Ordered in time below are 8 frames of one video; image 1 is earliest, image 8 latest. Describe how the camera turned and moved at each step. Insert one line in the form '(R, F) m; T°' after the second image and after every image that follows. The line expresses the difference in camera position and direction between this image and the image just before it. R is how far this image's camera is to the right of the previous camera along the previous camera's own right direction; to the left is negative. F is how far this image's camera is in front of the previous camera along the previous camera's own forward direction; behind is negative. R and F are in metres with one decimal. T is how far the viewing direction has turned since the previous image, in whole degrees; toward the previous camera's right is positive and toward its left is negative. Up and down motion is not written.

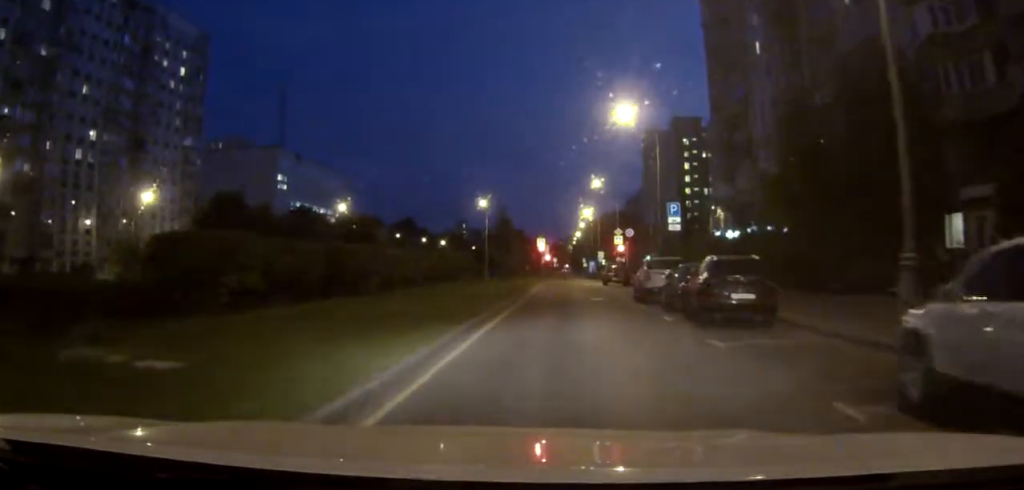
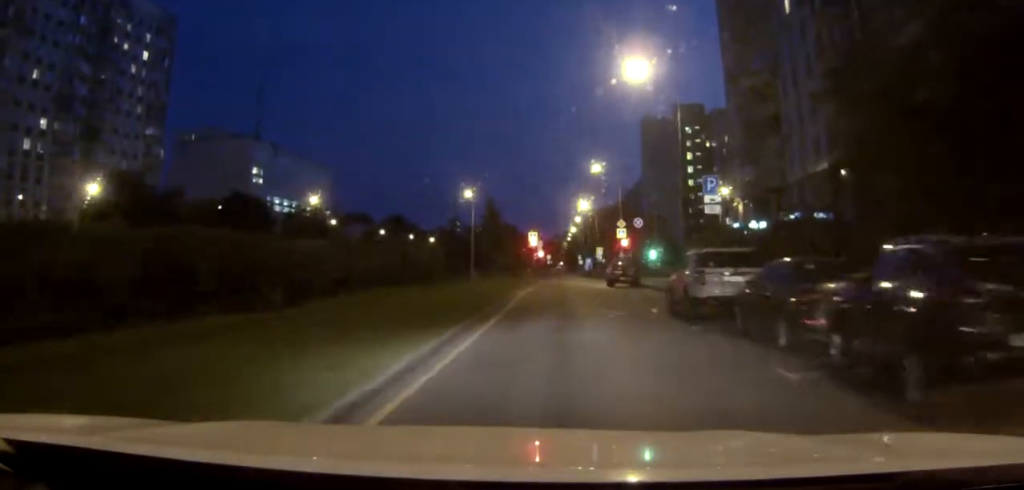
(0.0, +11.0) m; +2°
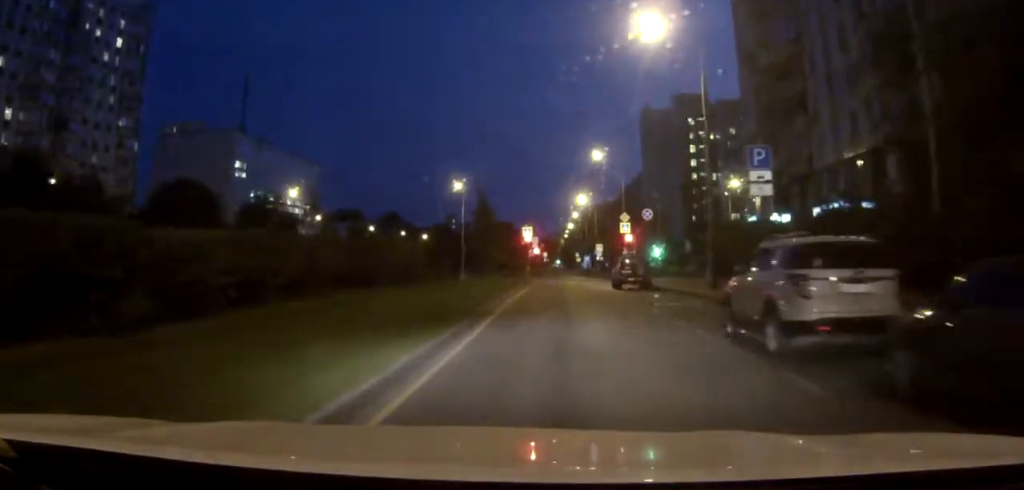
(+0.2, +7.4) m; +2°
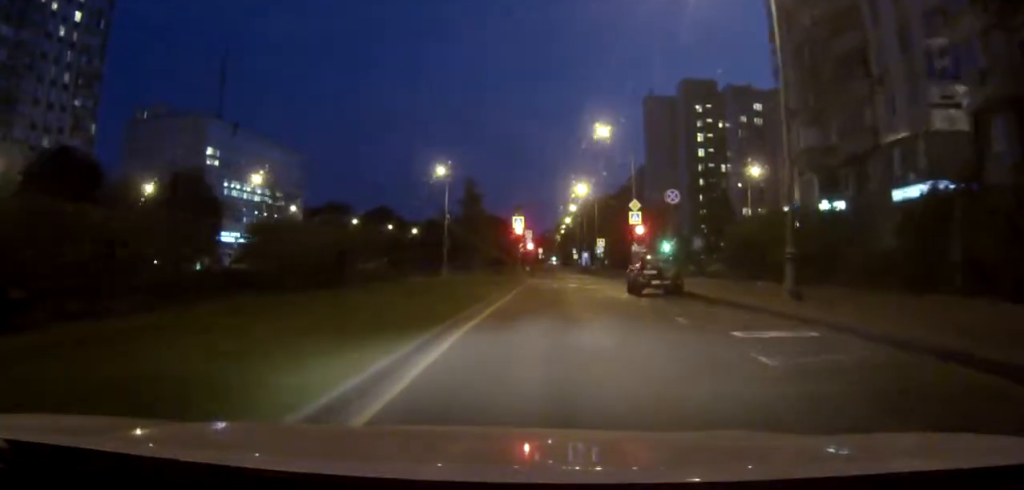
(+0.1, +11.8) m; 0°
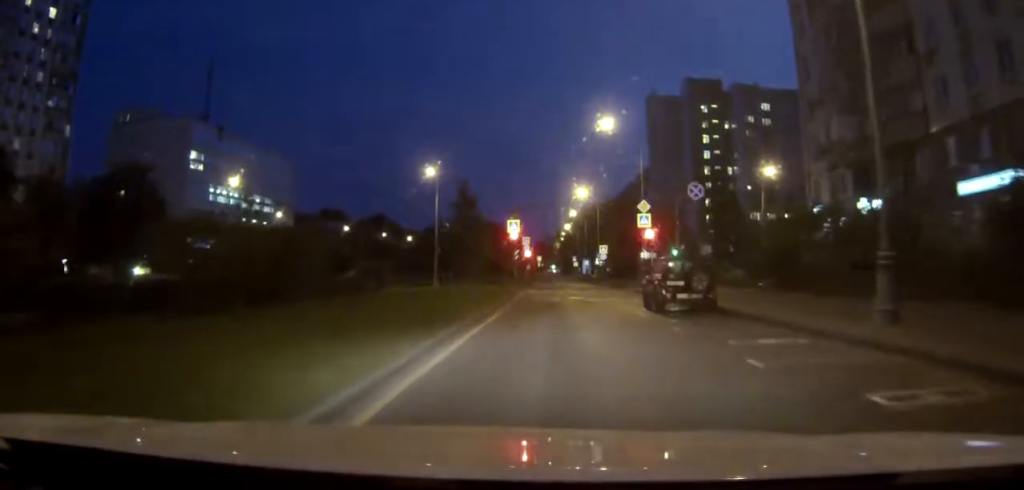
(0.0, +6.5) m; 0°
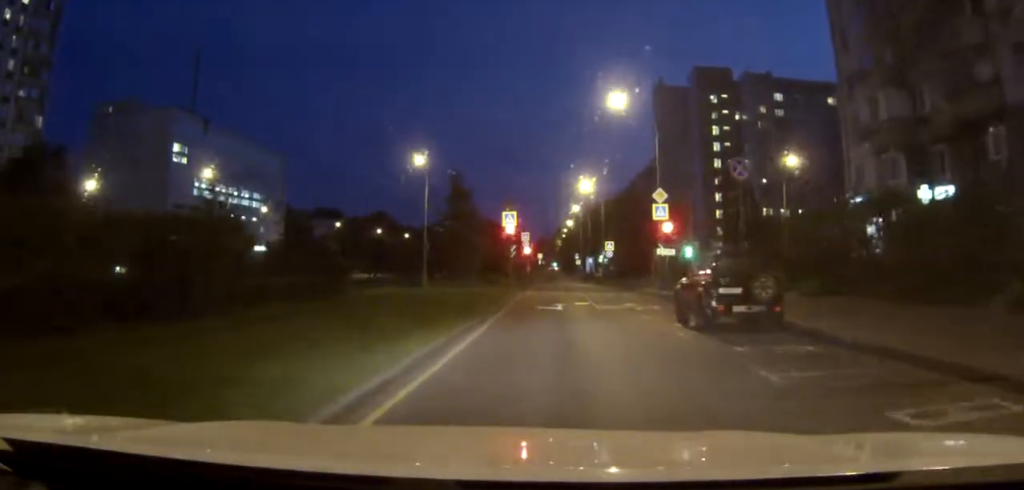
(0.0, +7.4) m; 0°
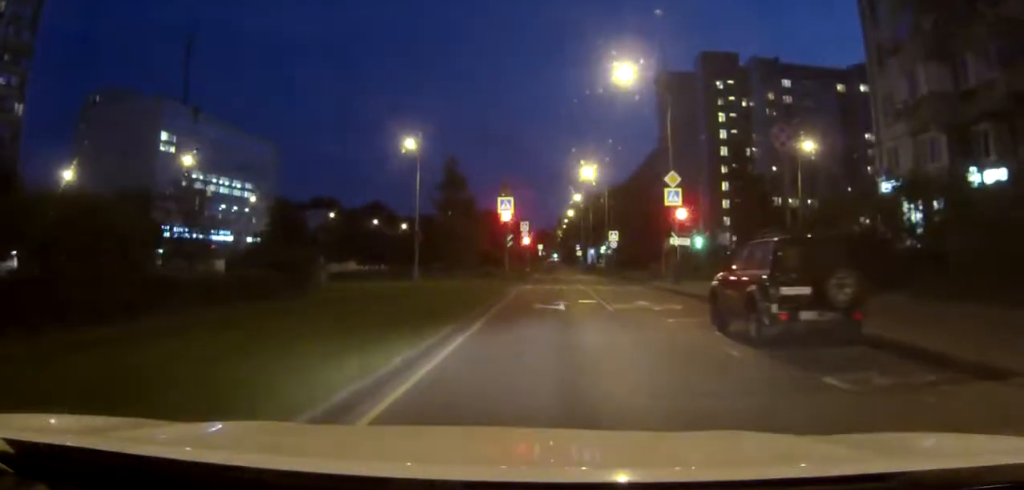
(0.0, +4.8) m; 0°
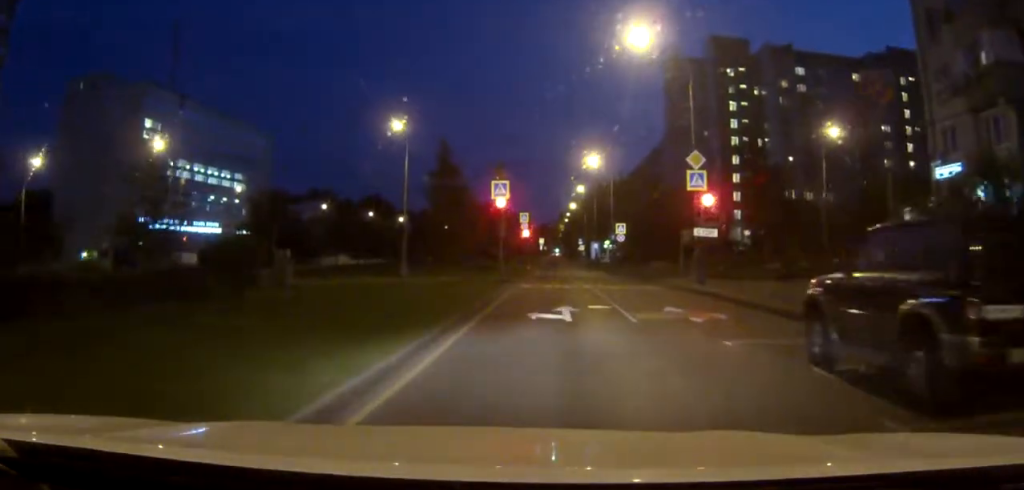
(0.0, +6.9) m; 0°
